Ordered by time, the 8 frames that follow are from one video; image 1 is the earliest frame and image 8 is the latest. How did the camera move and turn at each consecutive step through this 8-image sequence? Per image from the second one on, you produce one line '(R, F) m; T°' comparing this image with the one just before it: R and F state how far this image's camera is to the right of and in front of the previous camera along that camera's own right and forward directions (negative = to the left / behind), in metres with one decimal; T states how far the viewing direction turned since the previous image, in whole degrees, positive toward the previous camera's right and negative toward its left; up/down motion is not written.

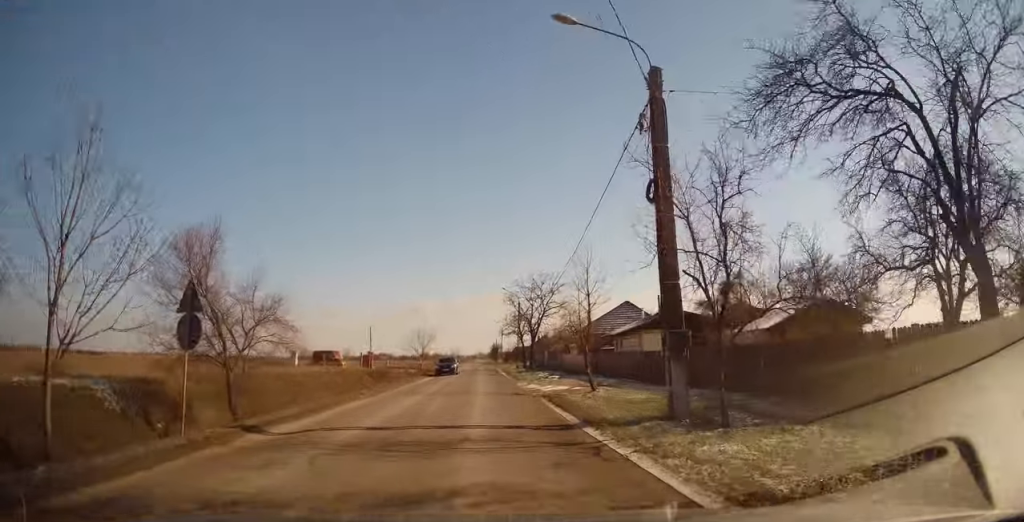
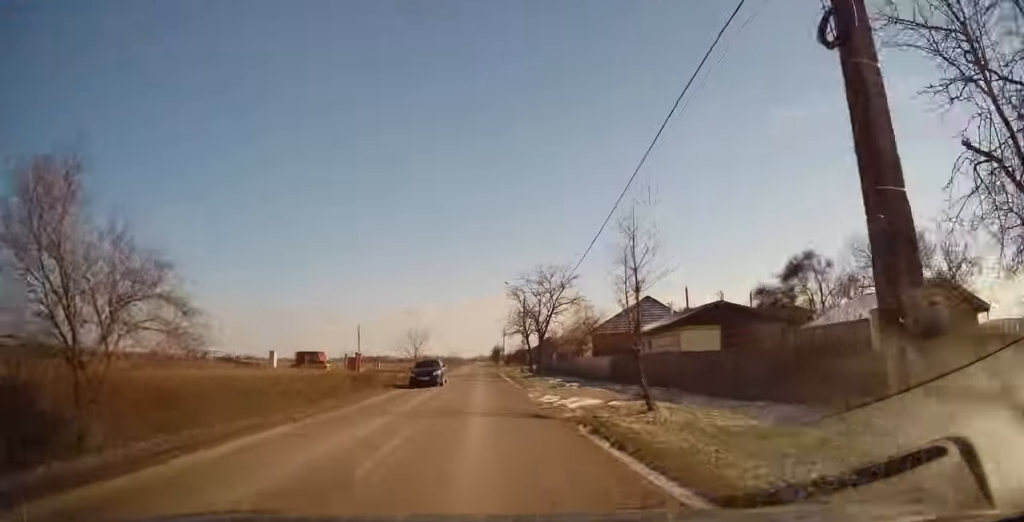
(-0.3, +6.6) m; -2°
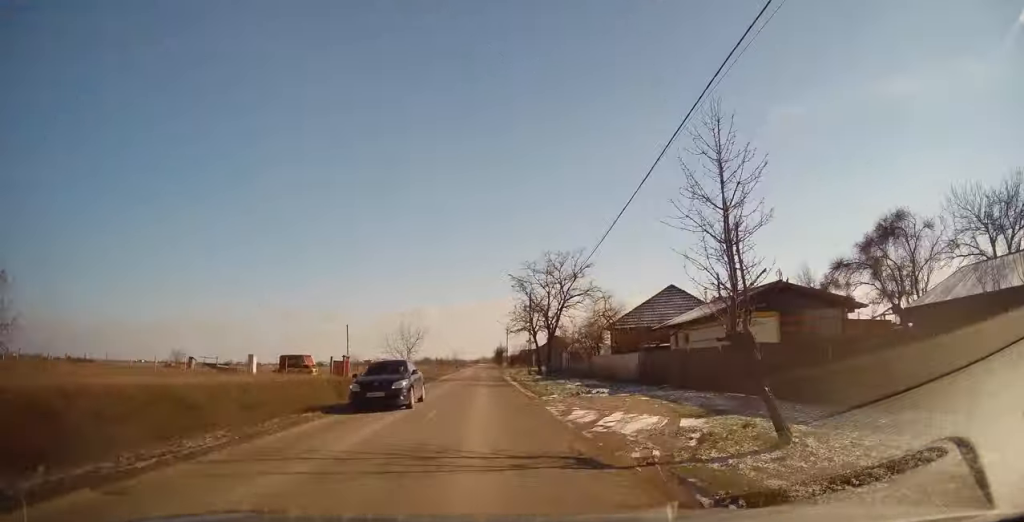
(-0.1, +5.6) m; 0°
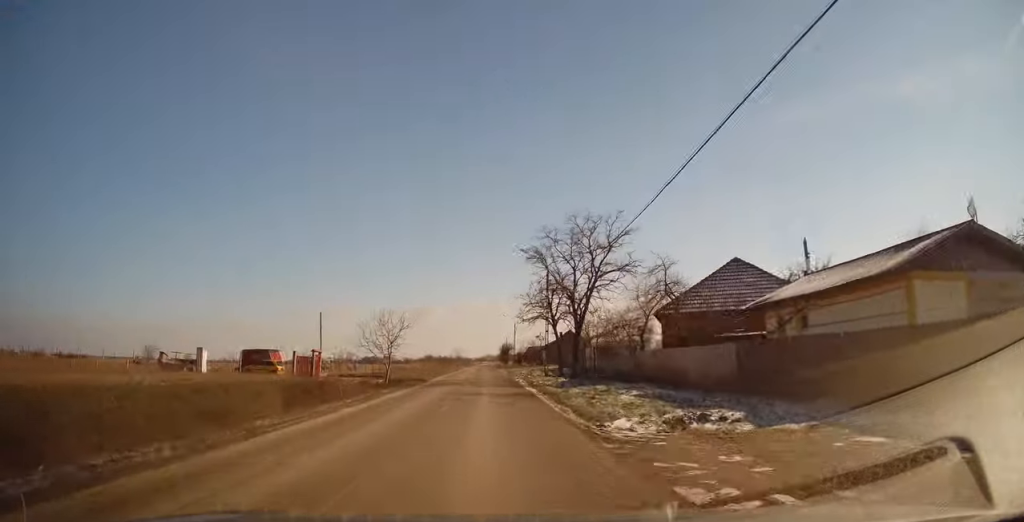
(0.0, +9.8) m; 0°
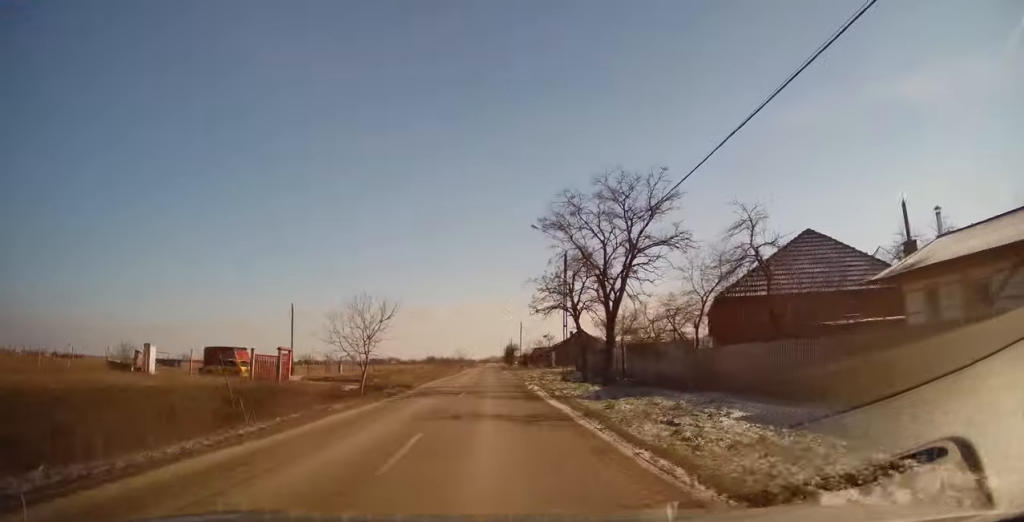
(+0.1, +7.0) m; 0°
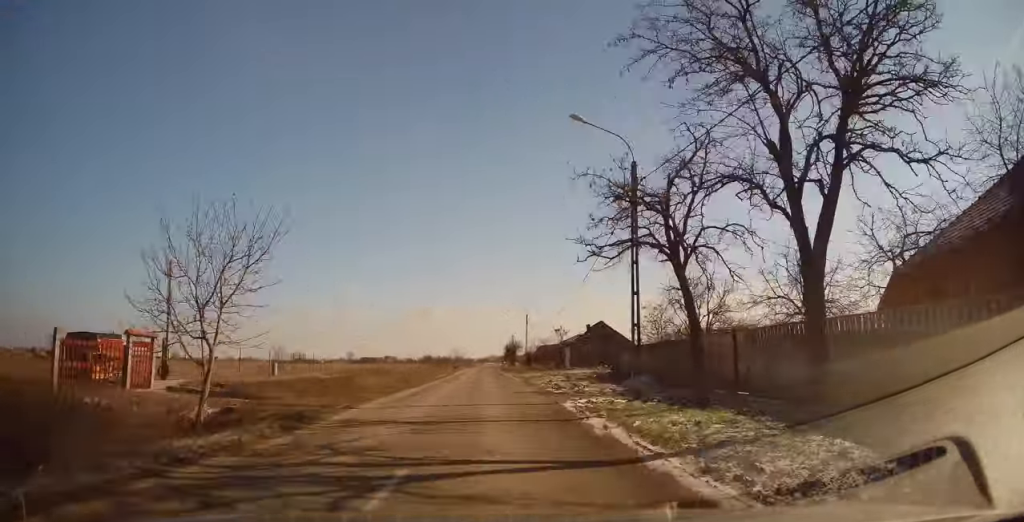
(-0.2, +14.7) m; 0°
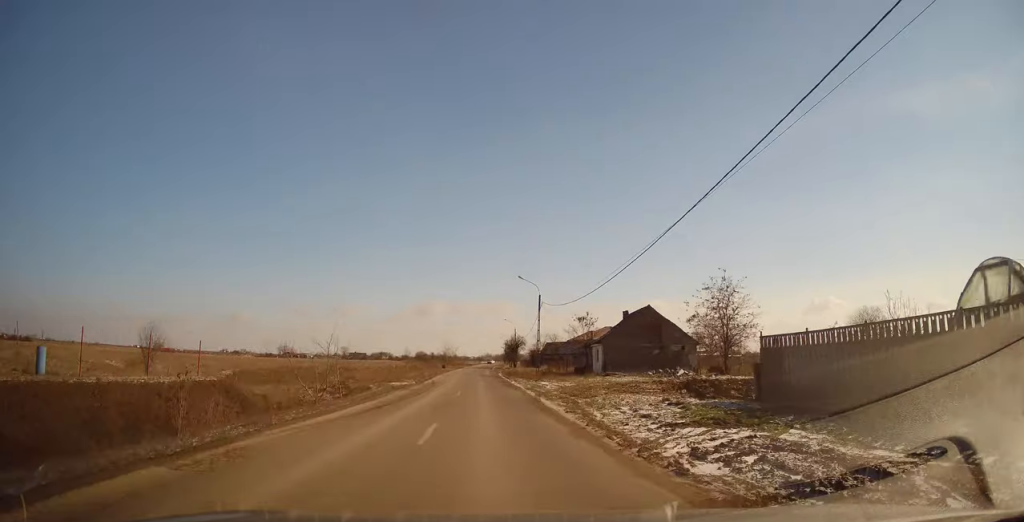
(+0.1, +20.7) m; 0°
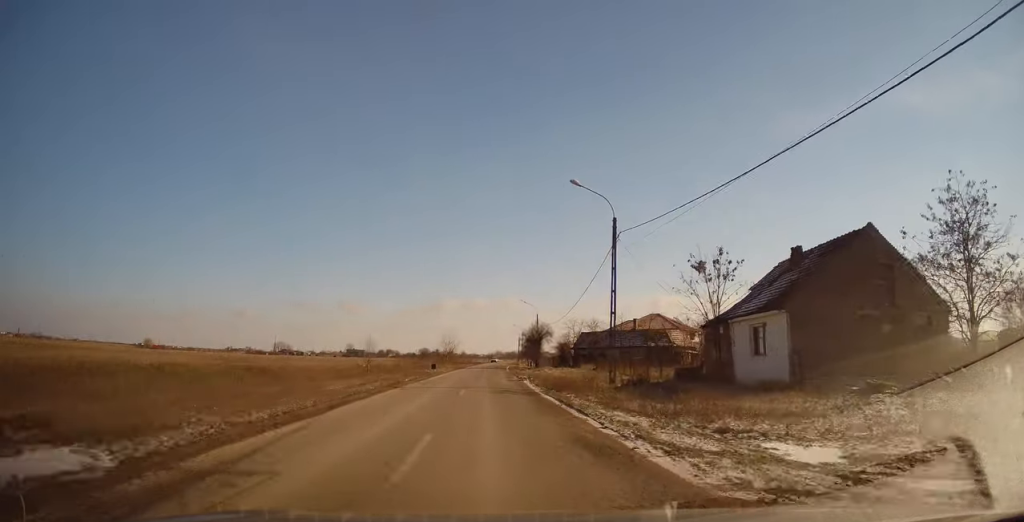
(+0.2, +28.0) m; -1°
